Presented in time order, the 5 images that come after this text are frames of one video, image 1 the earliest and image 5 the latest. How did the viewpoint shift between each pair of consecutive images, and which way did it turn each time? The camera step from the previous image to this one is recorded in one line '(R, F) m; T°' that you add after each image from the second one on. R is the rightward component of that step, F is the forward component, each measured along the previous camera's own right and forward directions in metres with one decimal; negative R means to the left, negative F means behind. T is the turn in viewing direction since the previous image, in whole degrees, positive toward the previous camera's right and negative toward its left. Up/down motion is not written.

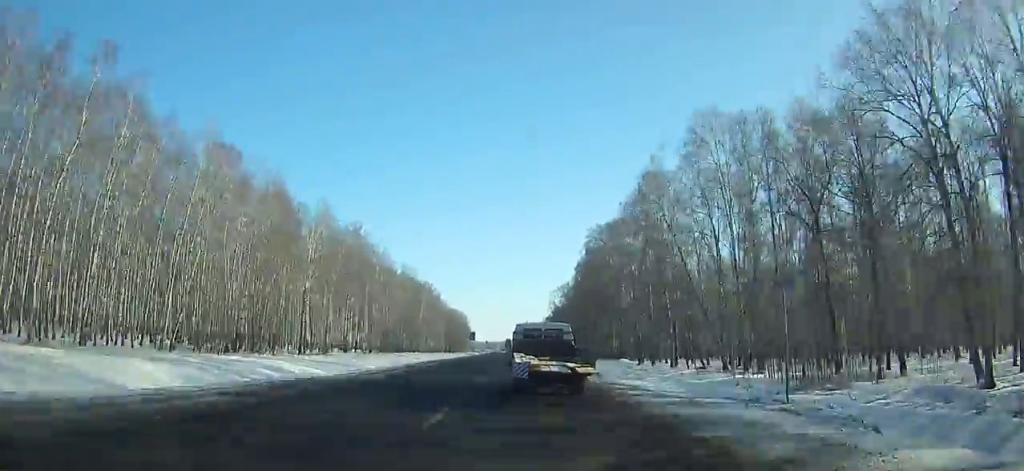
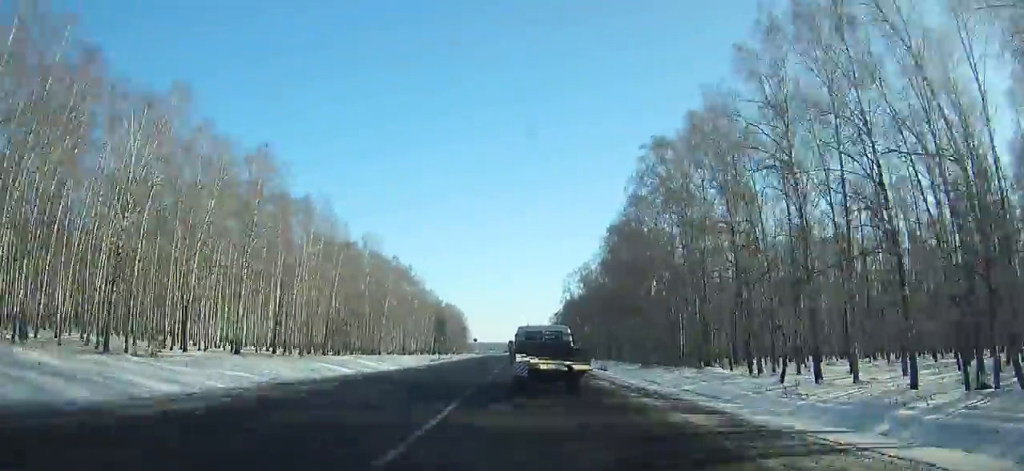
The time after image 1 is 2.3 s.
(0.0, +52.7) m; 0°
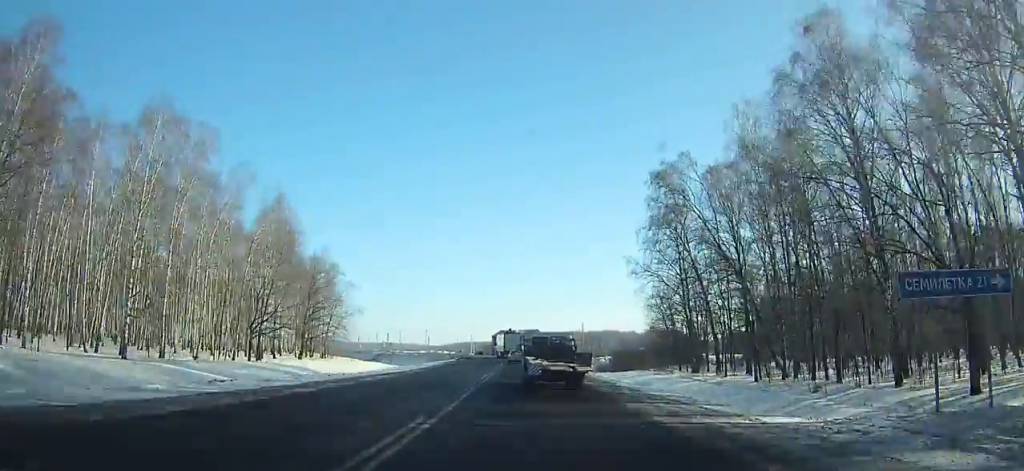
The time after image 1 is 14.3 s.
(0.0, +247.3) m; -1°
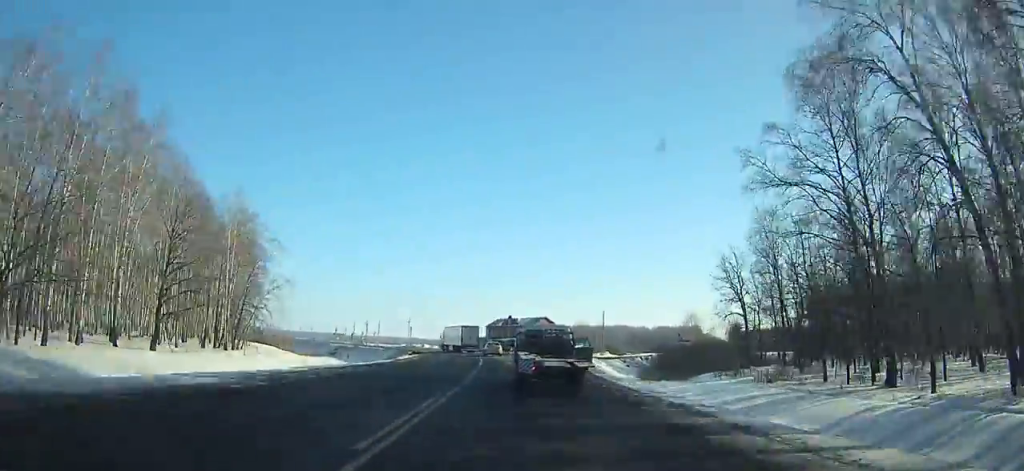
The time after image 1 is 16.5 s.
(-0.4, +39.2) m; -3°
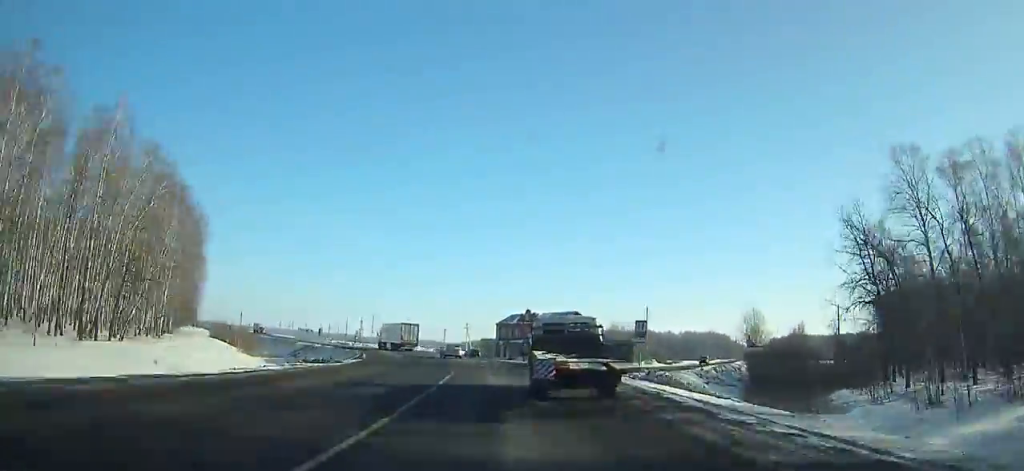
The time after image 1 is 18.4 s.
(-0.5, +32.7) m; -4°
